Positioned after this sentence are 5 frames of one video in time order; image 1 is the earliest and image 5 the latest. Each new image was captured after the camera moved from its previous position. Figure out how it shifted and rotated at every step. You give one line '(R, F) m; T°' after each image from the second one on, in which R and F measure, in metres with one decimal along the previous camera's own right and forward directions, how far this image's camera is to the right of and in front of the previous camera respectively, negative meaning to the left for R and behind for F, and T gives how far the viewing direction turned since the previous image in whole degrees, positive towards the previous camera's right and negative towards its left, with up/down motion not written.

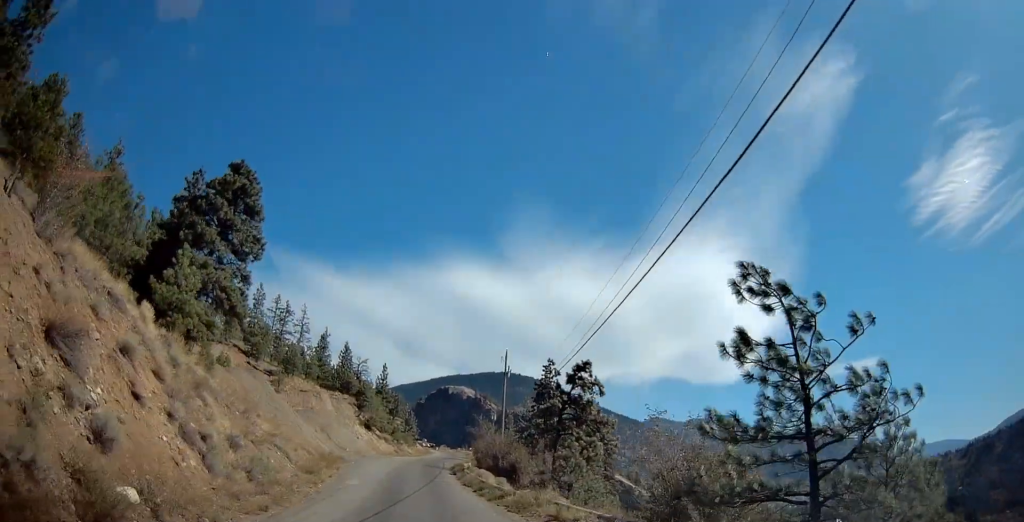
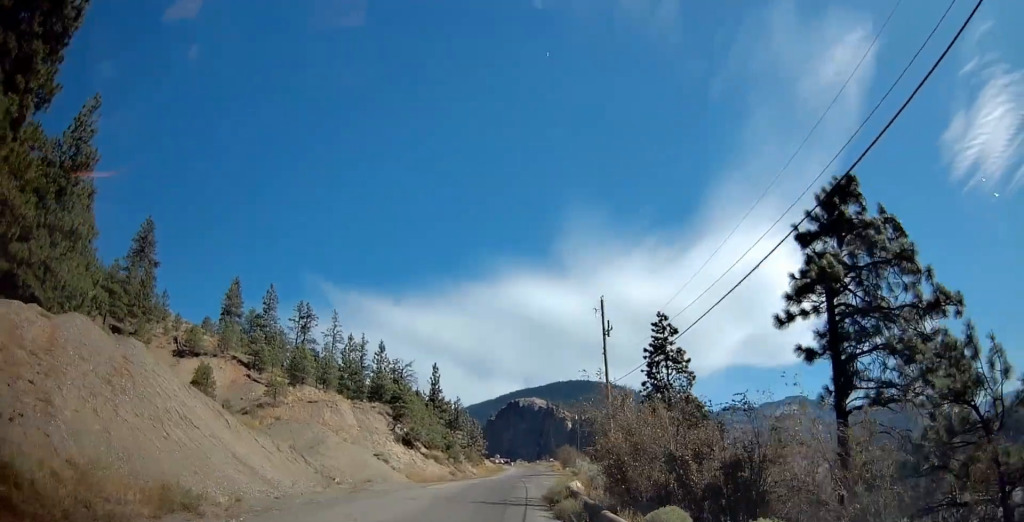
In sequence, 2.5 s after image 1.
(-4.1, +25.5) m; -13°
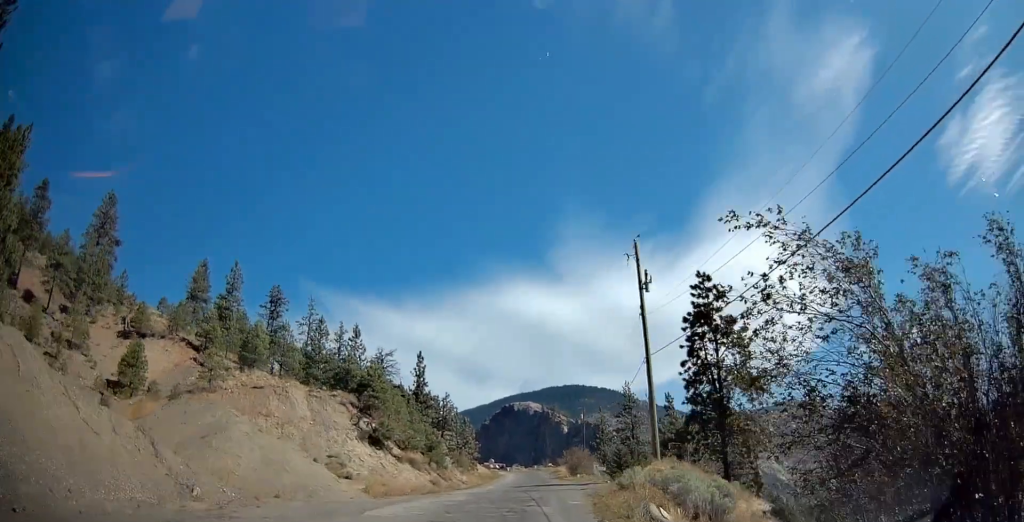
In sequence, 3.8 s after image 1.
(-0.1, +13.5) m; +1°
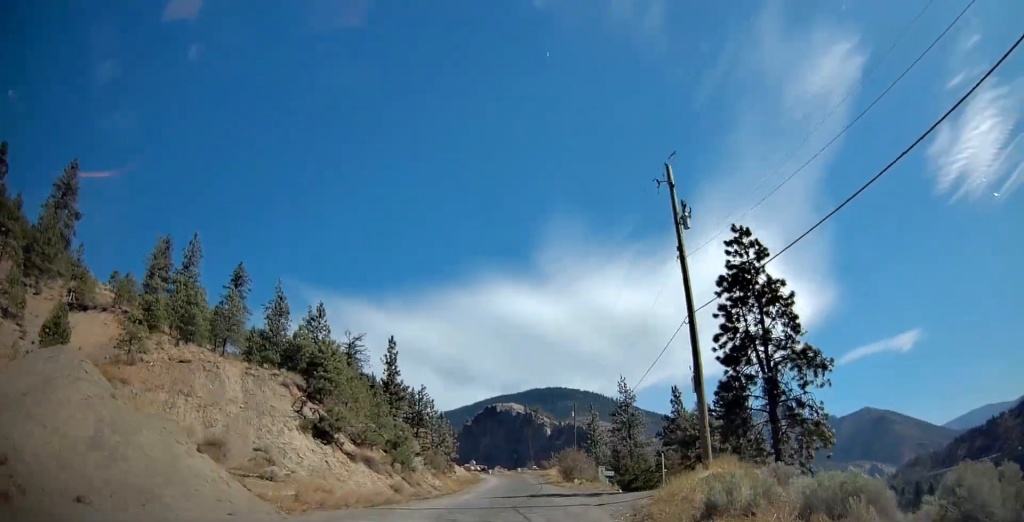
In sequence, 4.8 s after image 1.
(+0.2, +9.8) m; +1°
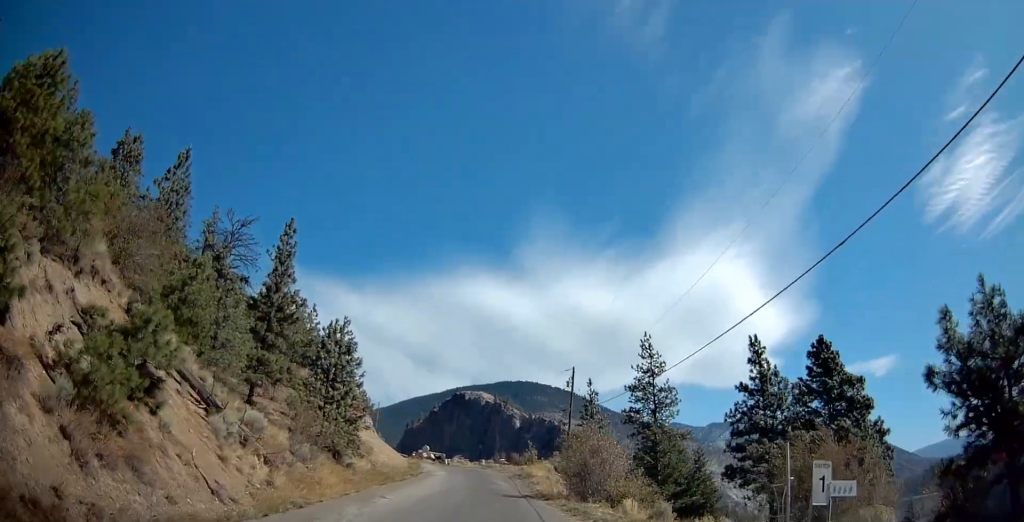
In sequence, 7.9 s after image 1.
(+2.1, +30.6) m; +5°
